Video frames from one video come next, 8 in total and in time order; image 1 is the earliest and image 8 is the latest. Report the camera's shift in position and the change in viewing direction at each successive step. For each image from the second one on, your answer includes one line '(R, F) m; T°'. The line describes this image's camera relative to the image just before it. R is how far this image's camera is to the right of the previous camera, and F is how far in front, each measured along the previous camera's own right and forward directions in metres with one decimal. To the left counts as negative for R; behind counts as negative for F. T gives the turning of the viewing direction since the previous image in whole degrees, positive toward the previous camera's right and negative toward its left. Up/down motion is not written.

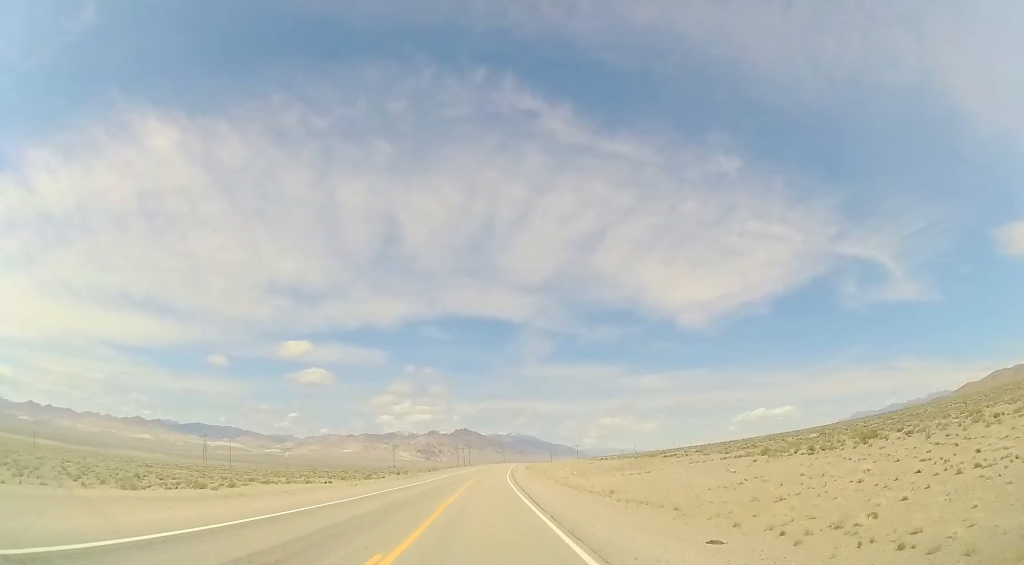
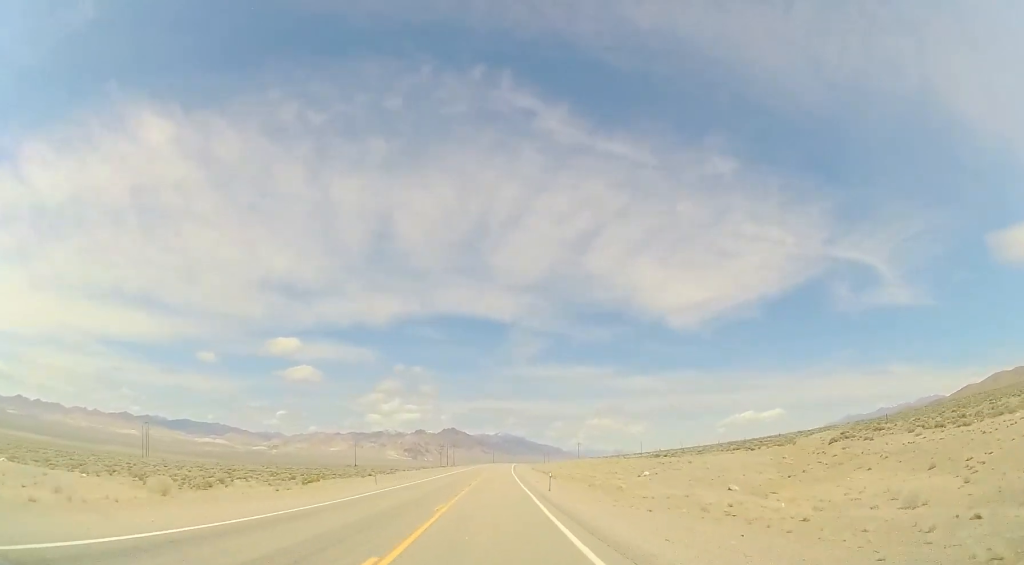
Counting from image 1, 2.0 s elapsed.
(+1.4, +62.4) m; +2°
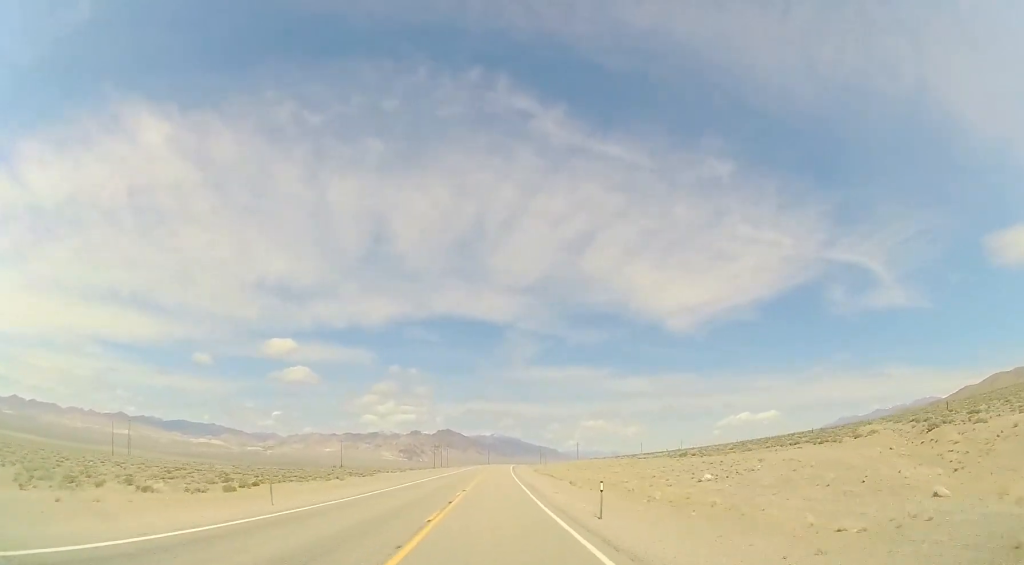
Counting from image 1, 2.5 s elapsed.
(0.0, +15.8) m; 0°
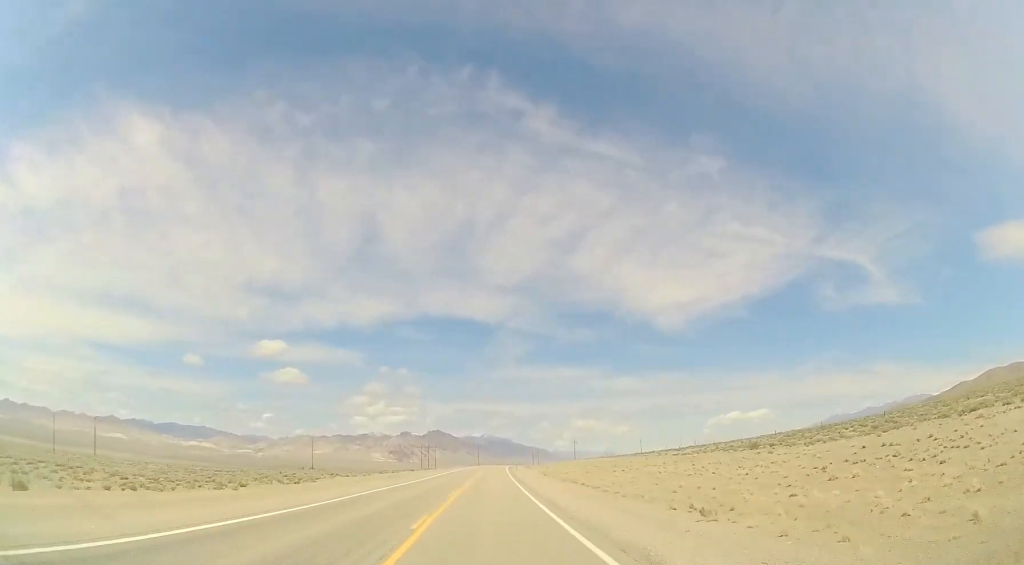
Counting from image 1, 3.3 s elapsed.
(+0.2, +26.2) m; +1°
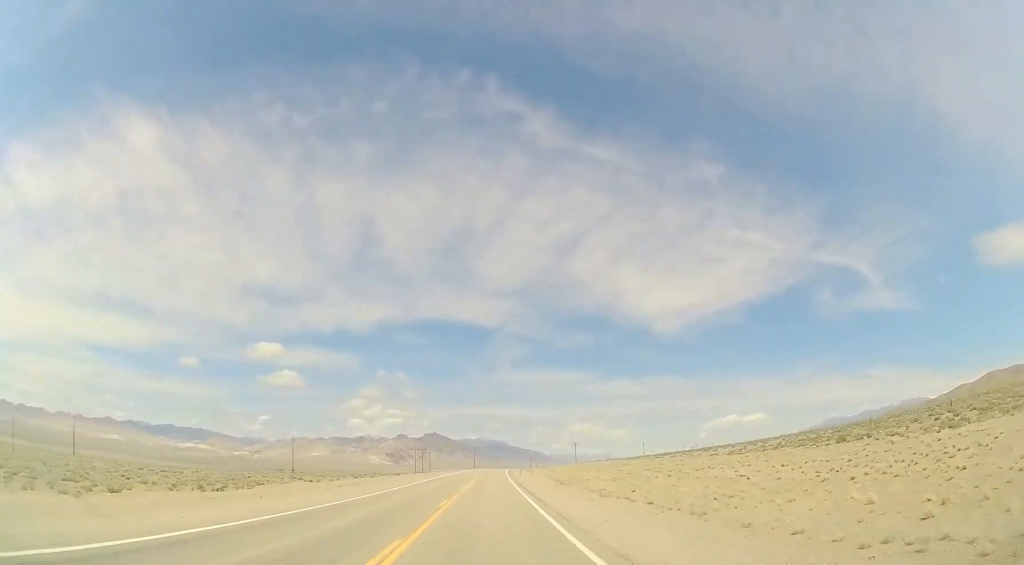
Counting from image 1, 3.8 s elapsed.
(+0.1, +16.7) m; 0°
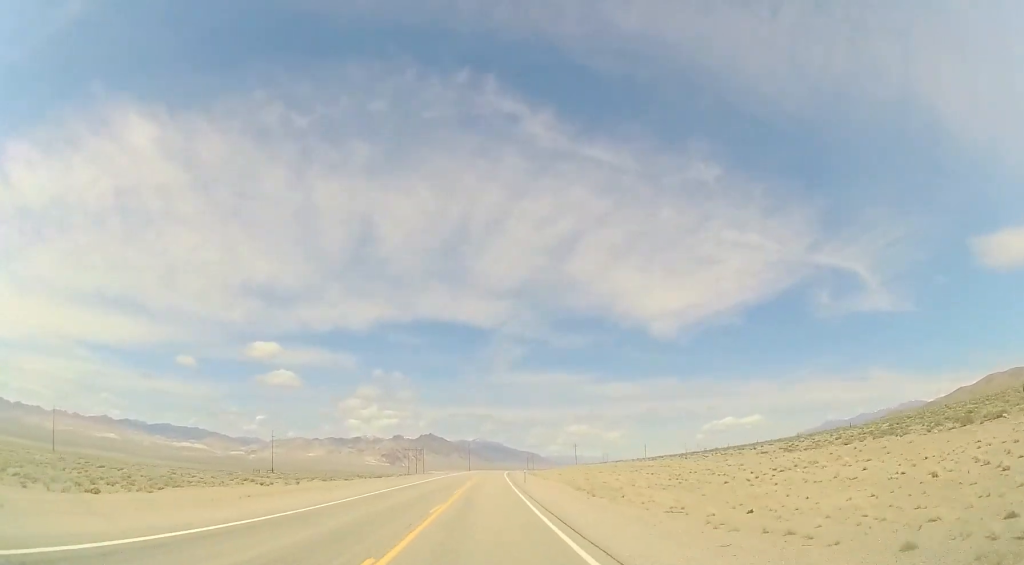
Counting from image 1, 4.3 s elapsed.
(0.0, +14.6) m; +1°
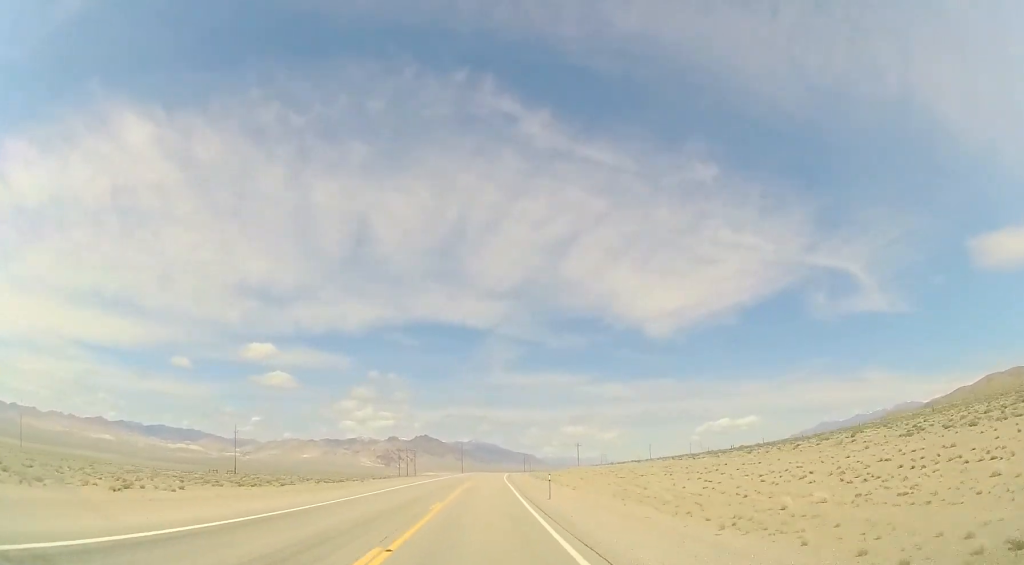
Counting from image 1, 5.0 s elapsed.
(+0.2, +23.0) m; +1°
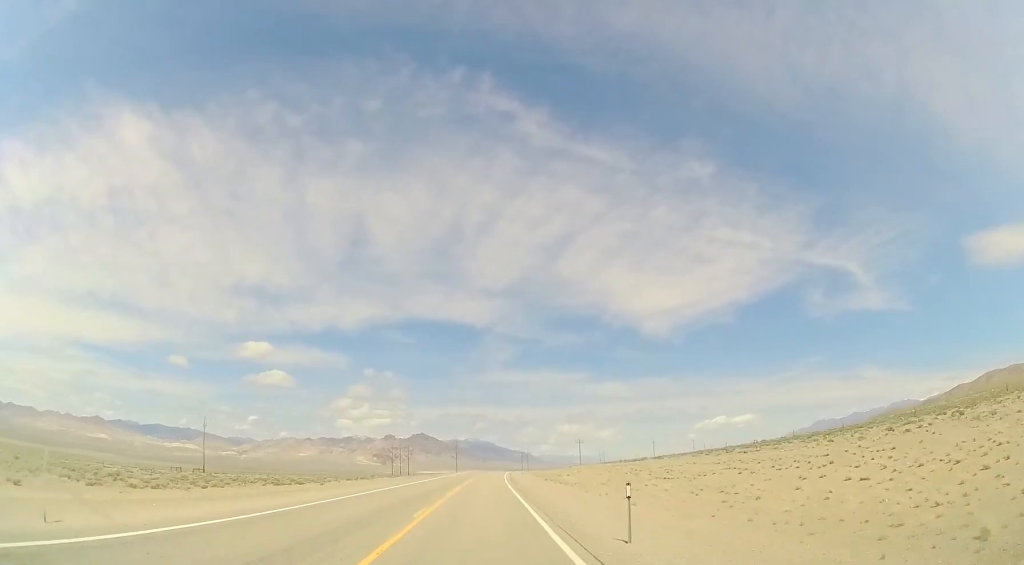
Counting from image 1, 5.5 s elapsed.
(+0.4, +15.7) m; 0°
